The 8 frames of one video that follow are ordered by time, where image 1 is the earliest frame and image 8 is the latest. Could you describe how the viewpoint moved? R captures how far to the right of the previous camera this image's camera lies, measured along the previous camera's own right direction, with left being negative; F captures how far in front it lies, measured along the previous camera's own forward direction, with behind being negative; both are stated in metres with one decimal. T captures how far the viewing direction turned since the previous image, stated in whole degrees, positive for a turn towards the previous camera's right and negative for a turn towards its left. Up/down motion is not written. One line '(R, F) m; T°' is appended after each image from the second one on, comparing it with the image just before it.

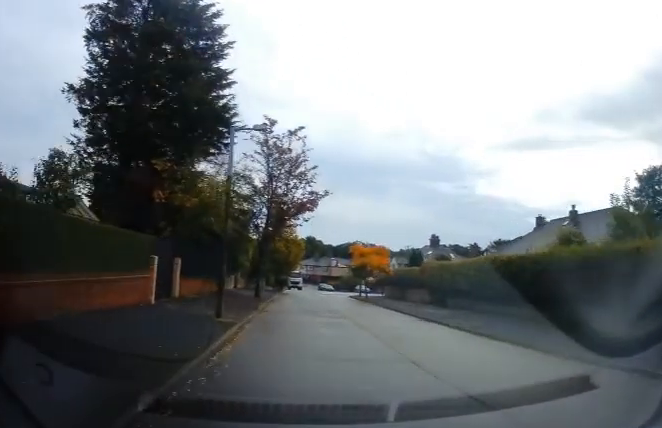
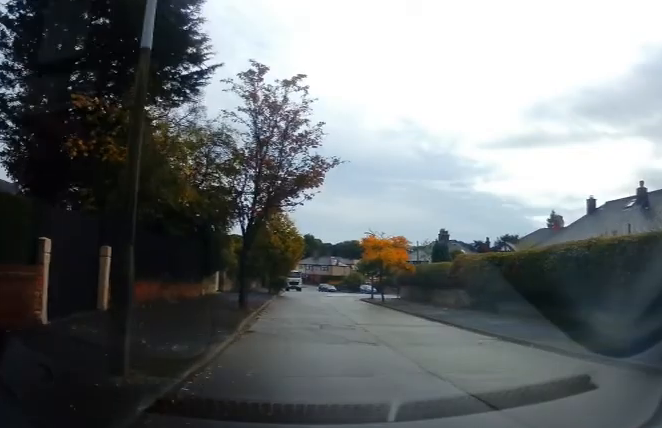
(+0.2, +7.2) m; -1°
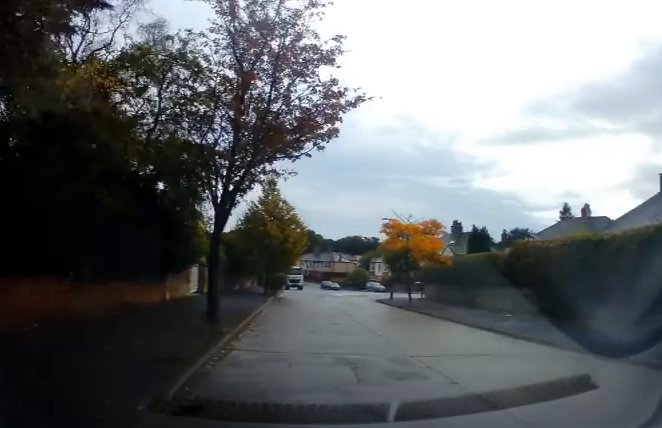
(-0.4, +6.6) m; +2°
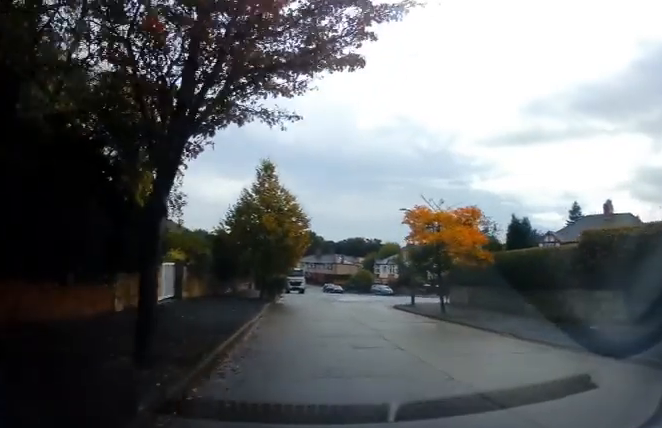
(+0.4, +5.0) m; +1°
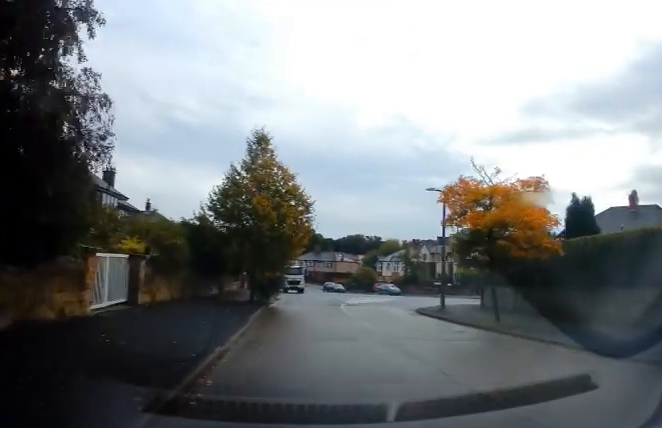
(0.0, +5.1) m; -1°
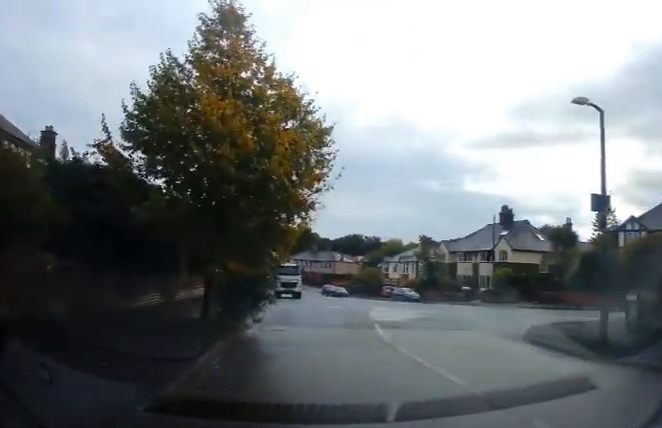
(-0.4, +11.1) m; -2°
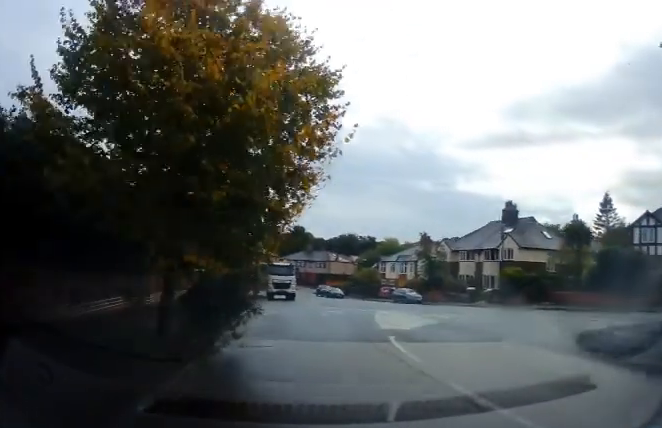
(0.0, +2.9) m; +1°
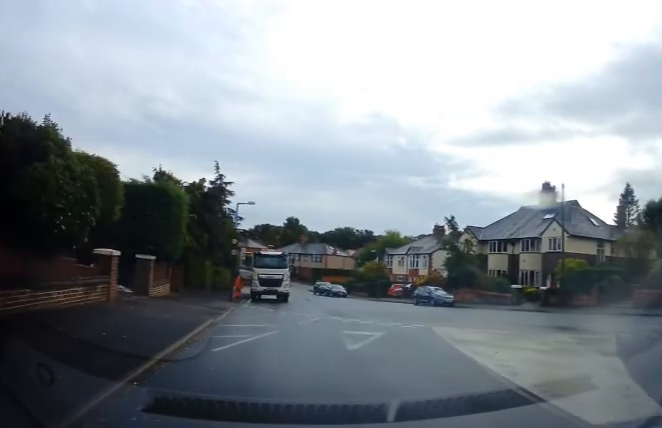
(+0.3, +9.8) m; +3°
